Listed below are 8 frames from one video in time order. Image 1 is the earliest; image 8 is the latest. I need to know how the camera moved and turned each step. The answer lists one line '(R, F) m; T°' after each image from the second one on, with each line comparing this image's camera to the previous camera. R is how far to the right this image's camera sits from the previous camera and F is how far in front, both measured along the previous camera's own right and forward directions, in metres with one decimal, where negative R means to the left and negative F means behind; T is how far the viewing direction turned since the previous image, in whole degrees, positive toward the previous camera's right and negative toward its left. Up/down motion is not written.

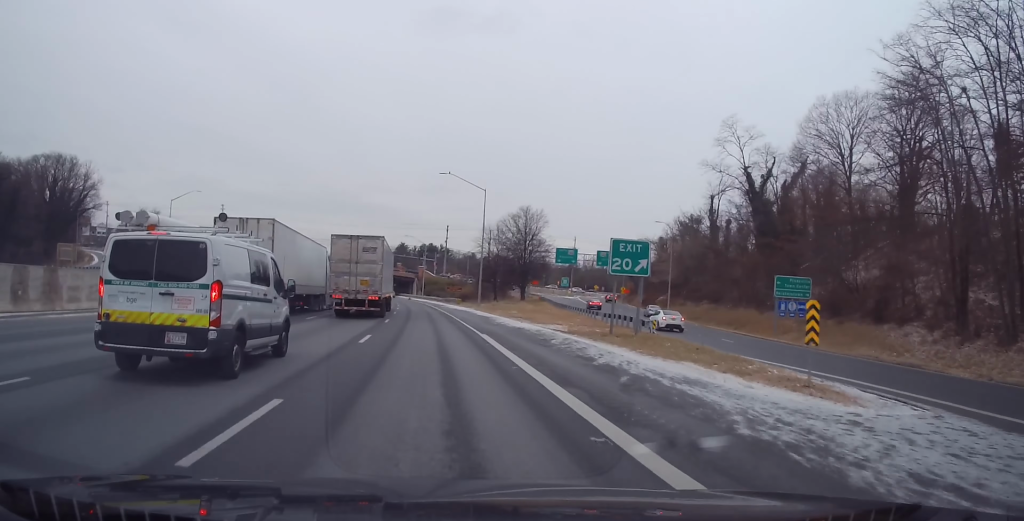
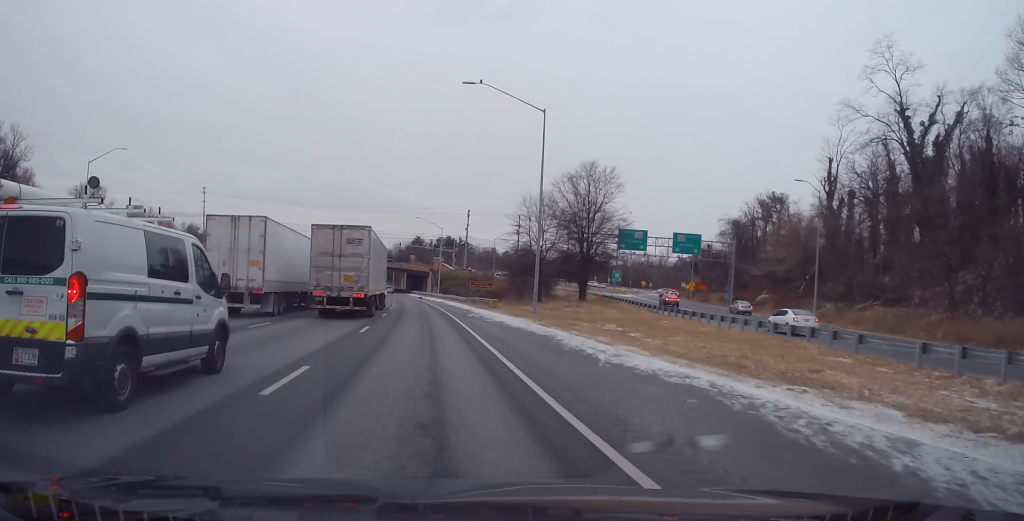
(+1.9, +34.1) m; +2°
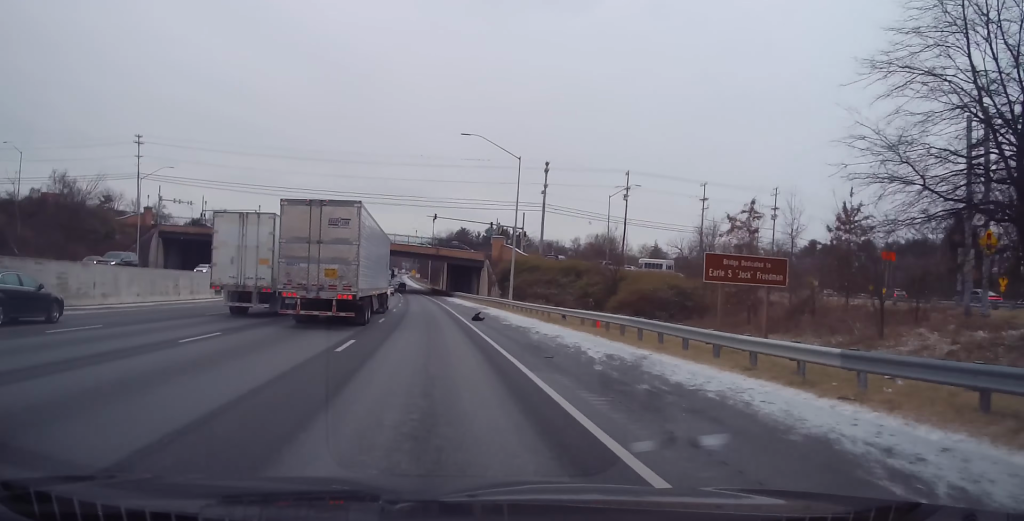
(-2.3, +68.3) m; -4°
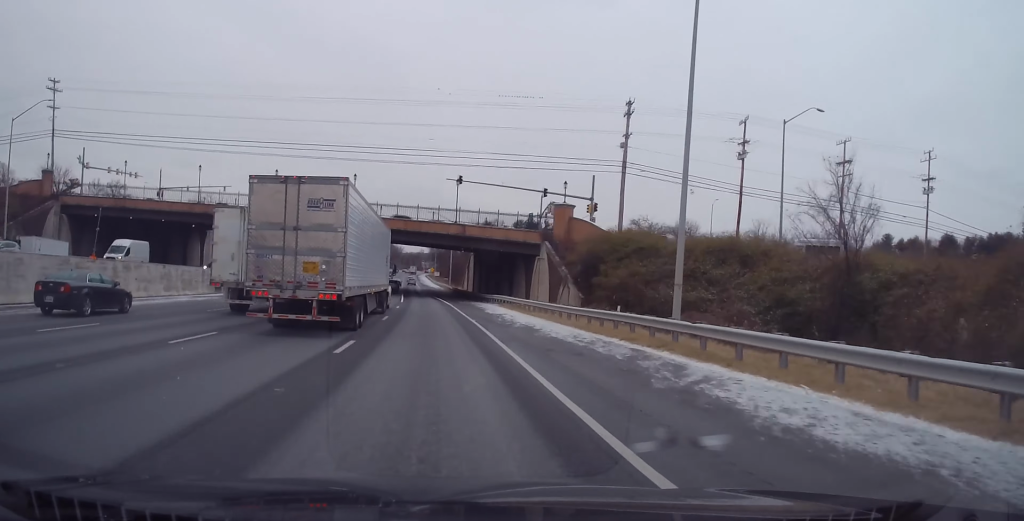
(-0.6, +37.1) m; -2°
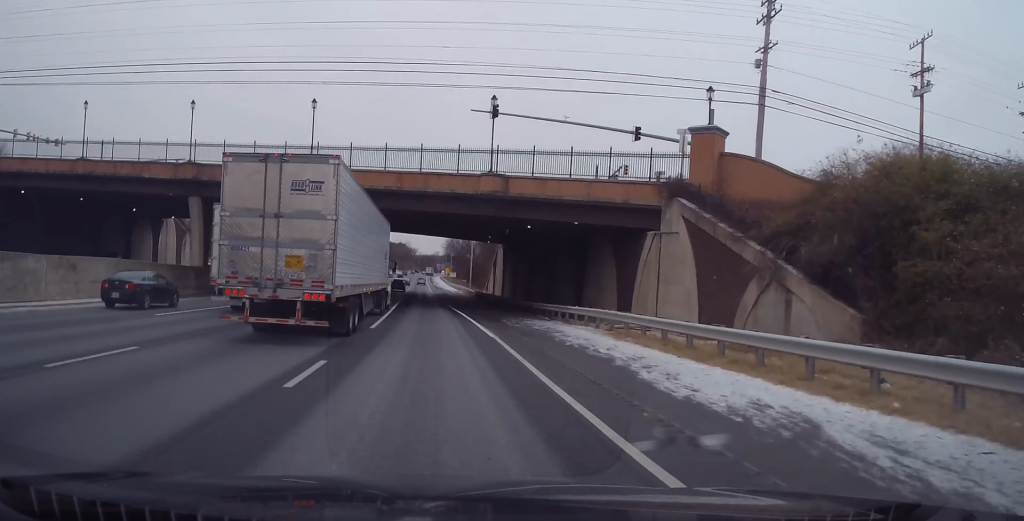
(-0.5, +30.6) m; -1°
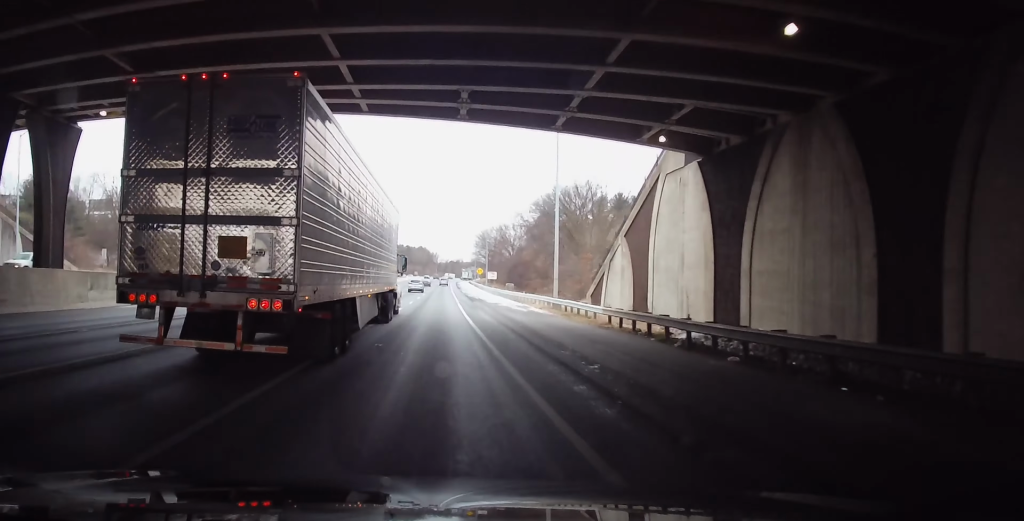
(-1.0, +62.2) m; -1°
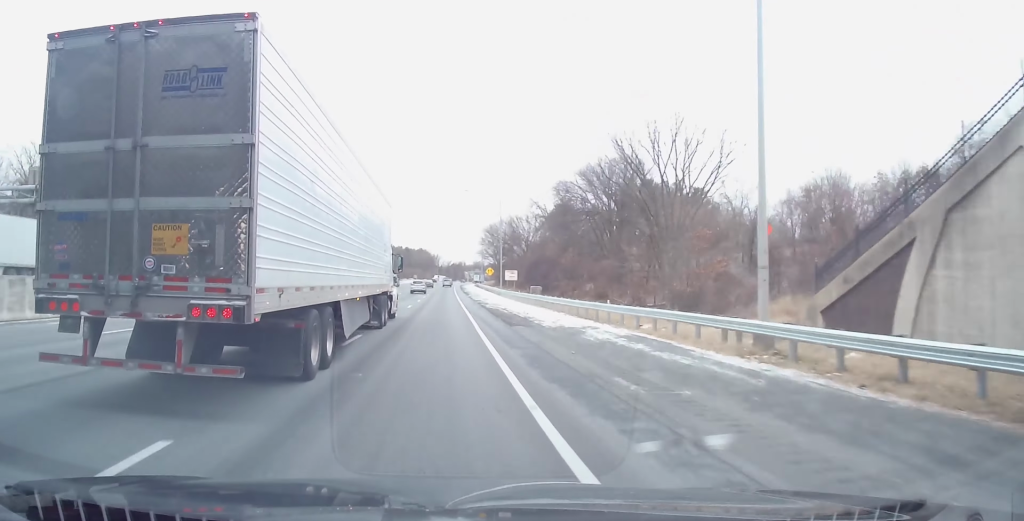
(0.0, +29.0) m; +1°
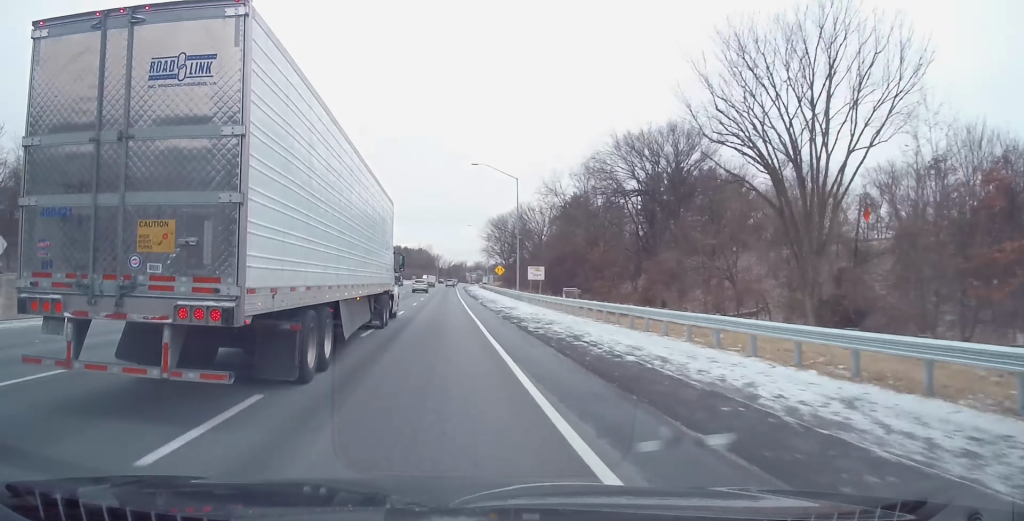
(0.0, +21.6) m; +1°
